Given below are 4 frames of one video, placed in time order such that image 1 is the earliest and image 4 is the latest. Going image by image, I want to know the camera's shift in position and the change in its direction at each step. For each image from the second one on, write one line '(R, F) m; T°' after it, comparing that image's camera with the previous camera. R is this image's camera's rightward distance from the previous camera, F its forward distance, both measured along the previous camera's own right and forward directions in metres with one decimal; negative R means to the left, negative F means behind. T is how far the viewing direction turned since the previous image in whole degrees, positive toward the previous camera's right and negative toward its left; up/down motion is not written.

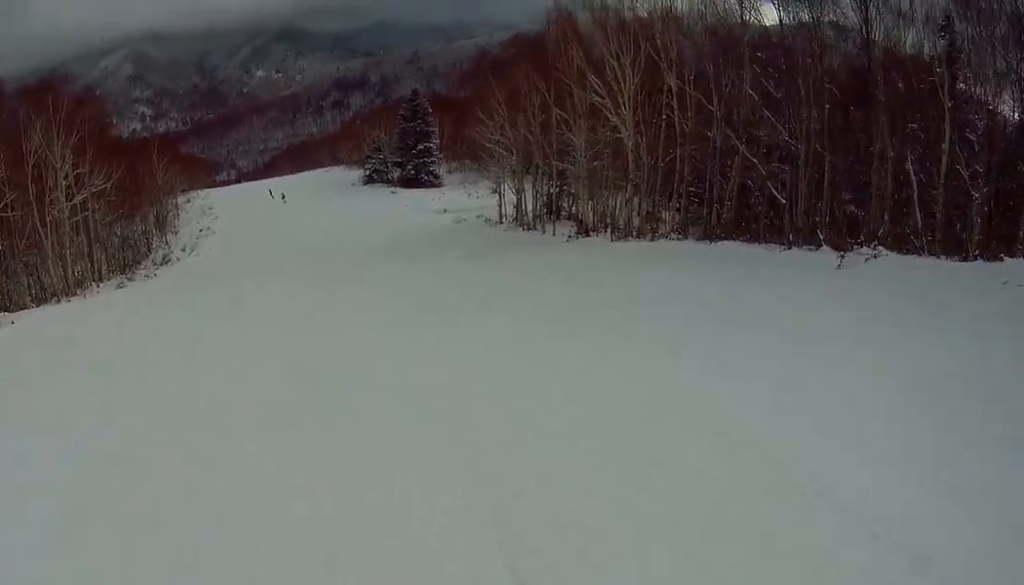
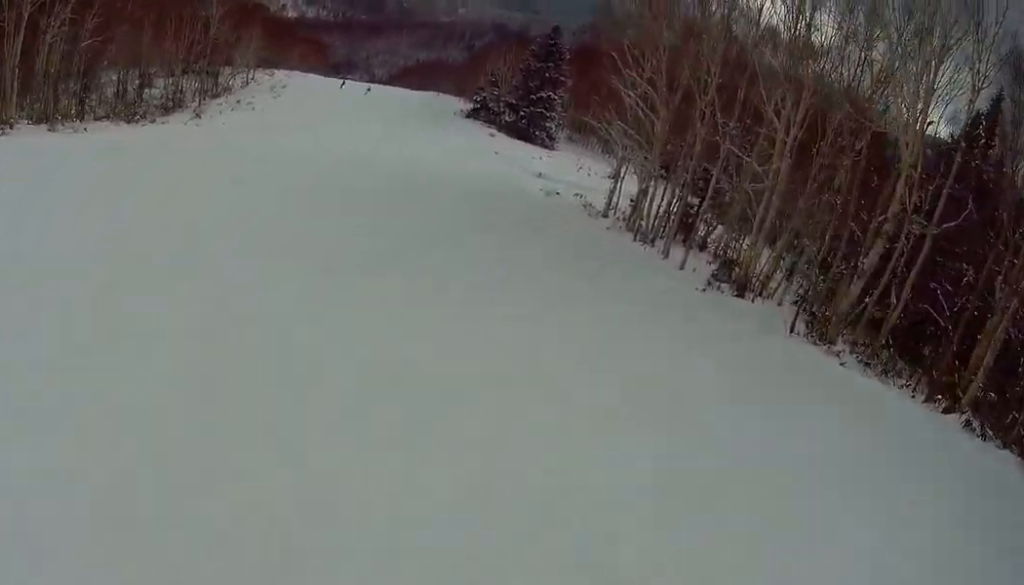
(-3.6, +12.8) m; -27°
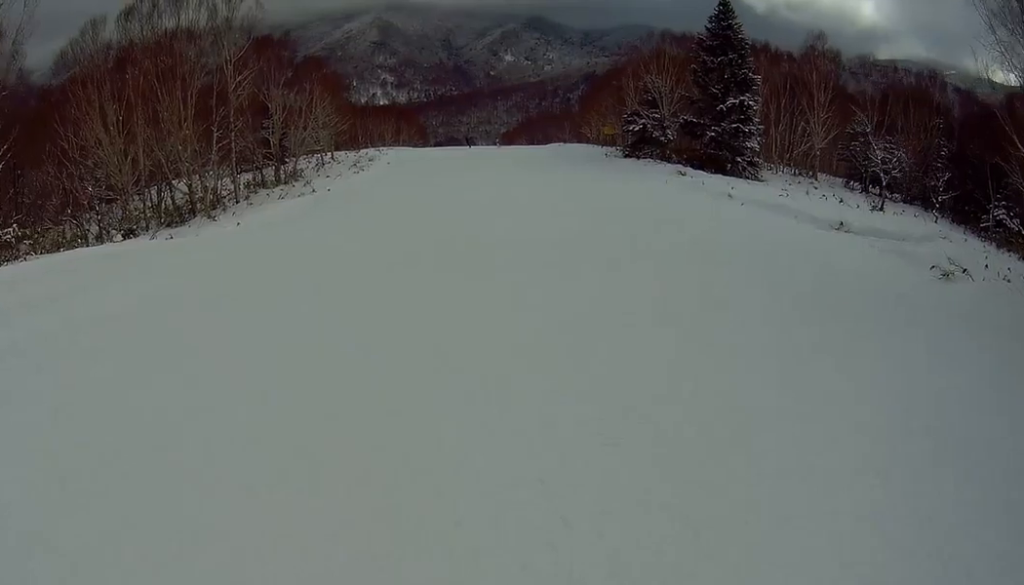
(+2.0, +15.4) m; +32°
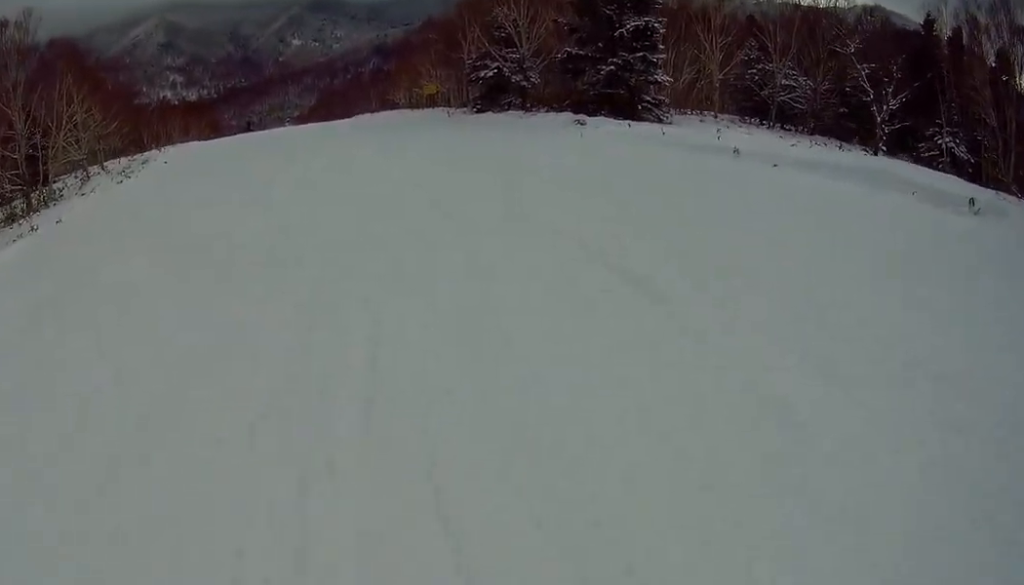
(+2.3, +10.2) m; +16°
